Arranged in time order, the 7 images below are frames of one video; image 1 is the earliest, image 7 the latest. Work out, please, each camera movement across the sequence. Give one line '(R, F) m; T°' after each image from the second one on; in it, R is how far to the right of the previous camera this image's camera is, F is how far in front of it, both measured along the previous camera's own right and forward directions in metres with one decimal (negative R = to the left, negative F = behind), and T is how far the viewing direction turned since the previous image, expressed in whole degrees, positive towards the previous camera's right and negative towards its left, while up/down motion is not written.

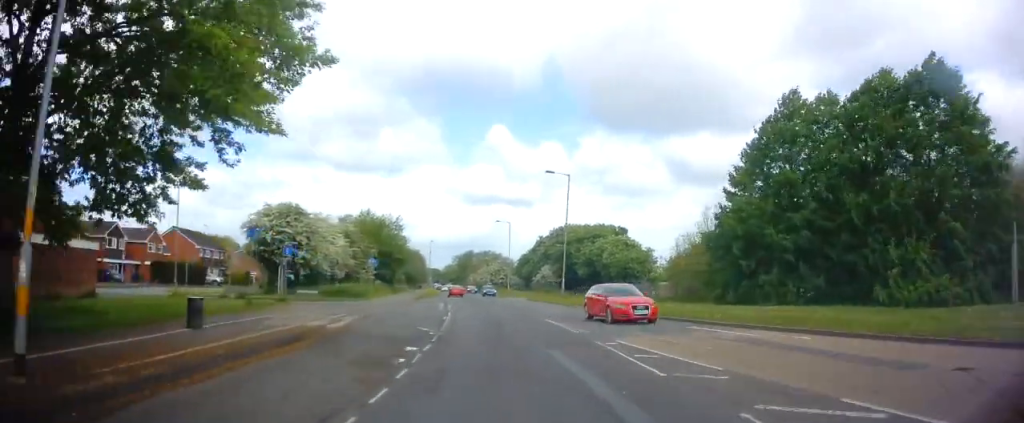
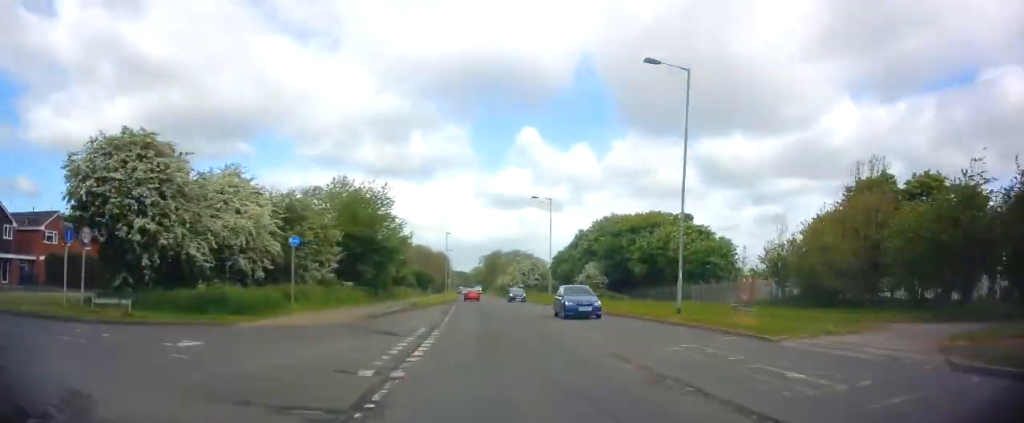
(-1.6, +23.7) m; -6°
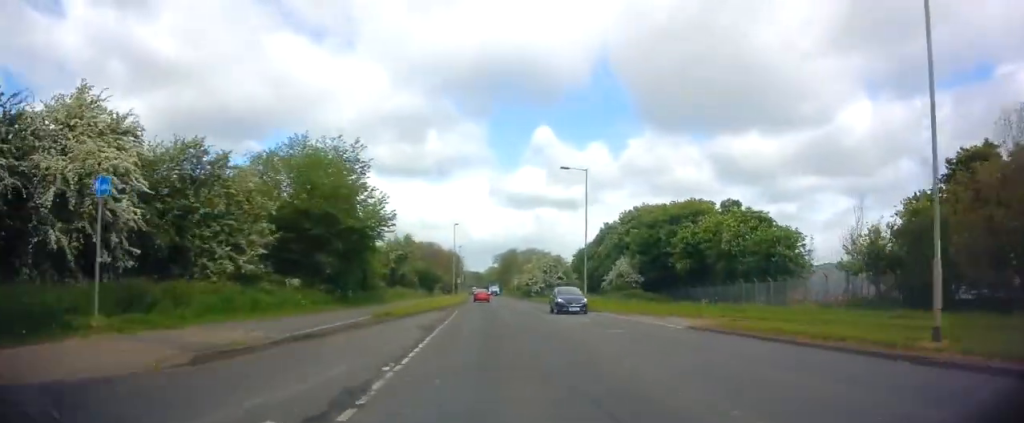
(-0.3, +13.8) m; -2°
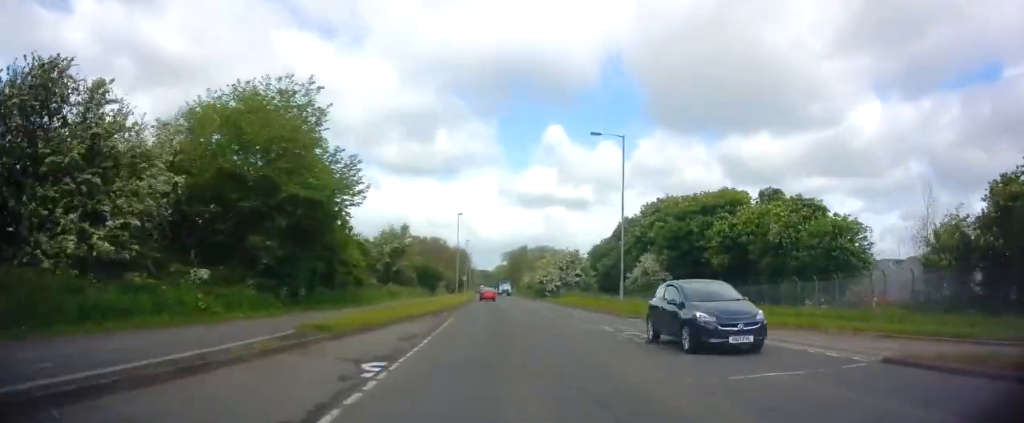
(-0.1, +9.6) m; -1°
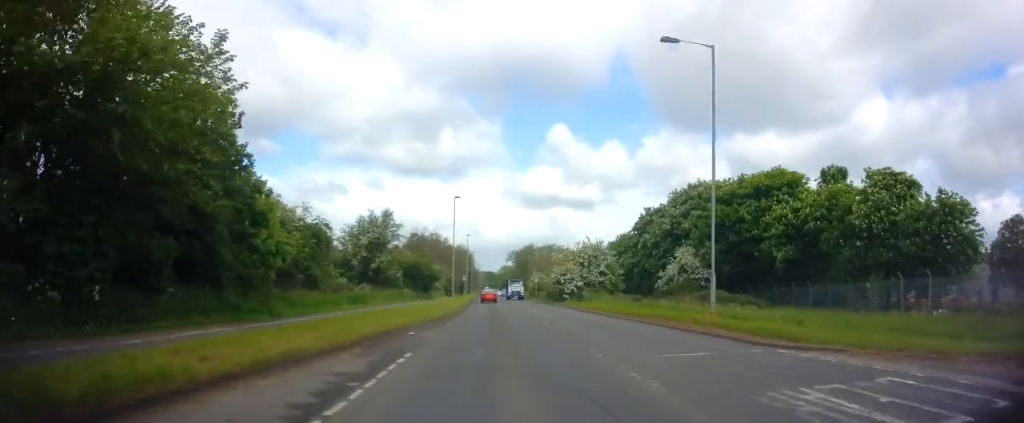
(-0.2, +13.3) m; -1°
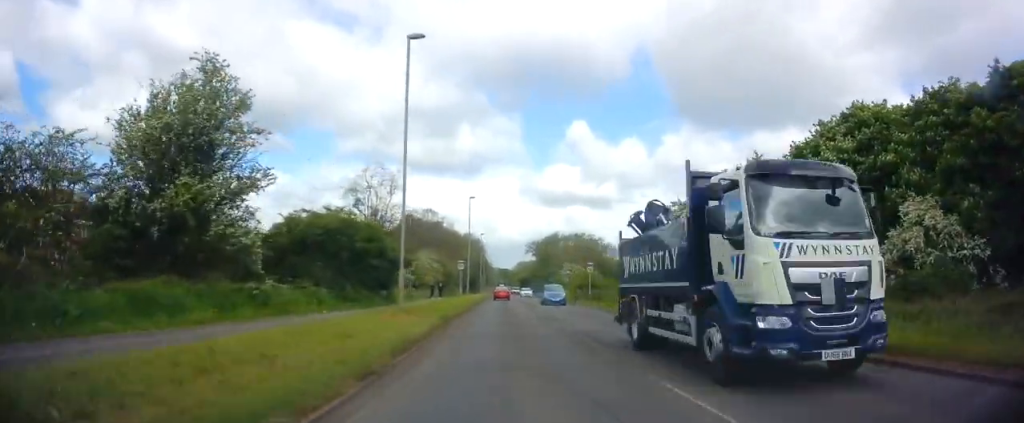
(+0.4, +36.2) m; 0°
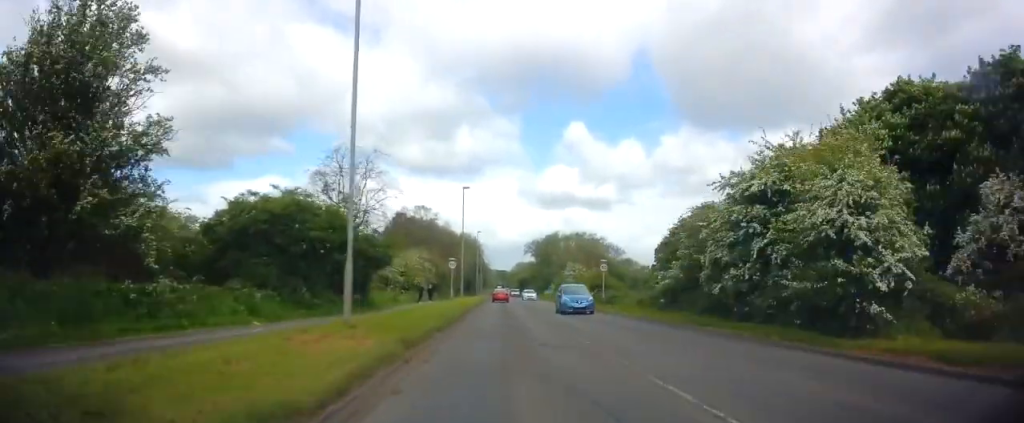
(-0.2, +6.7) m; -1°
